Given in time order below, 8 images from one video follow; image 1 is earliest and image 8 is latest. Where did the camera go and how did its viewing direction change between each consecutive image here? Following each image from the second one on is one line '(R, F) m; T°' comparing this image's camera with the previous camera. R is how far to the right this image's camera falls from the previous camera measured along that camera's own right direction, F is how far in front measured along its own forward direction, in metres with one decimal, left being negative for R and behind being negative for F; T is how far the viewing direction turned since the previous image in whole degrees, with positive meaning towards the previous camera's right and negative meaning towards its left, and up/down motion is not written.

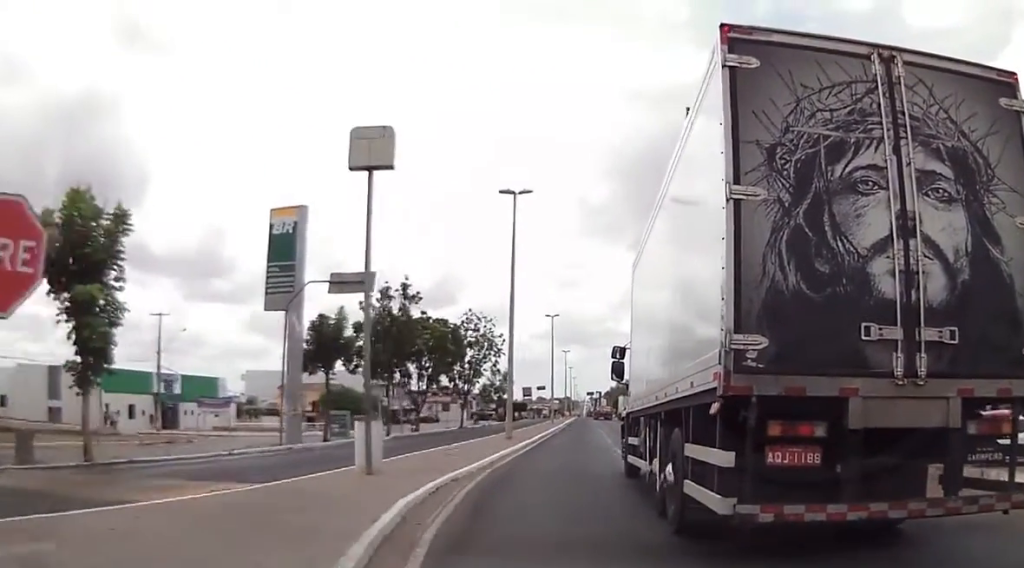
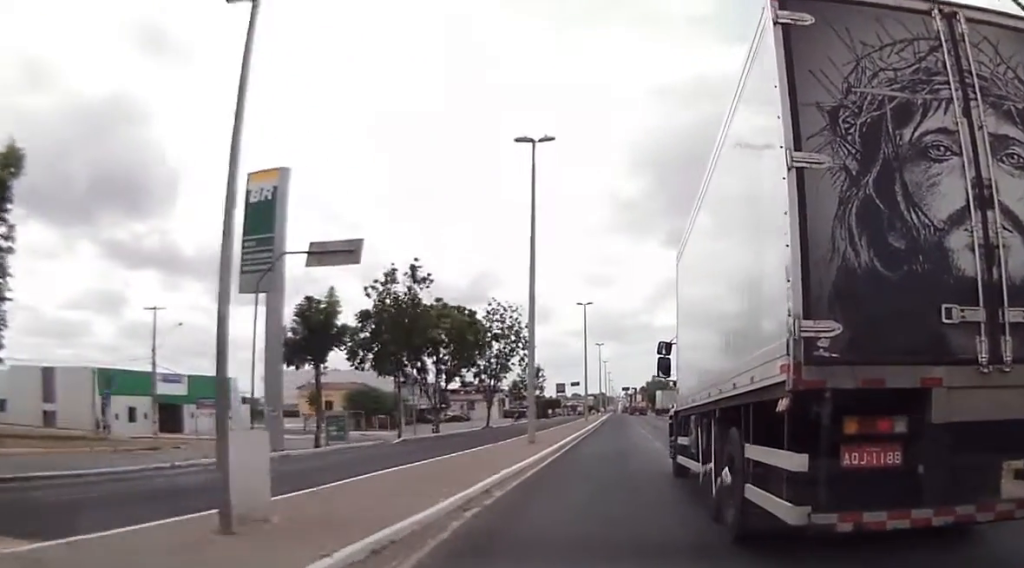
(-0.3, +4.7) m; -2°
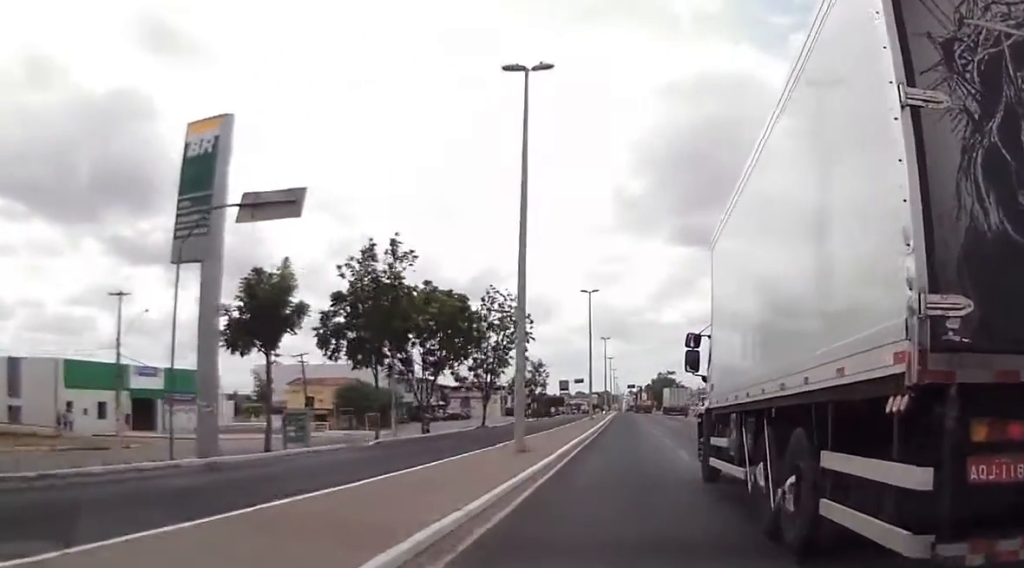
(-0.1, +4.4) m; -2°
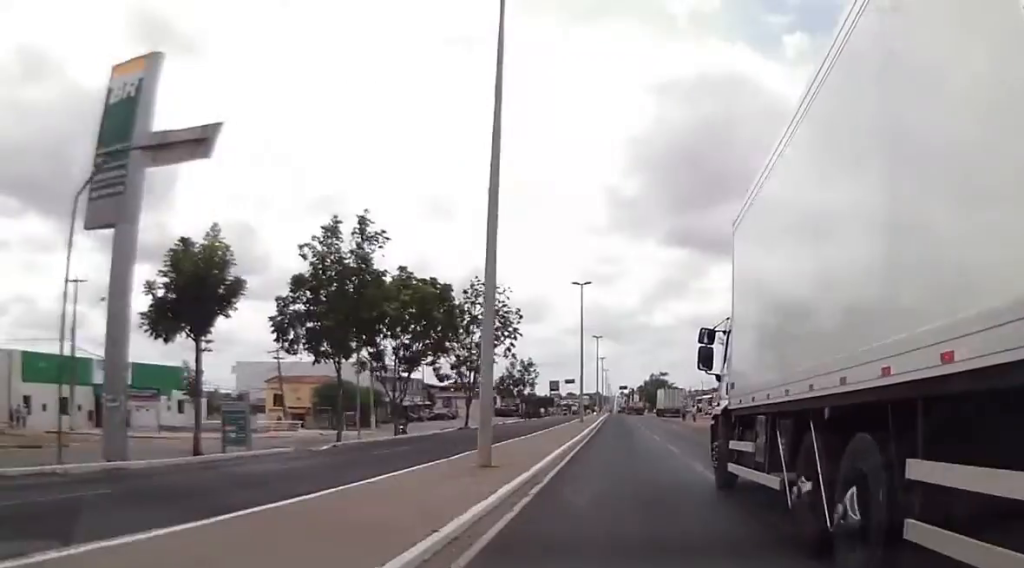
(+0.1, +3.6) m; -1°
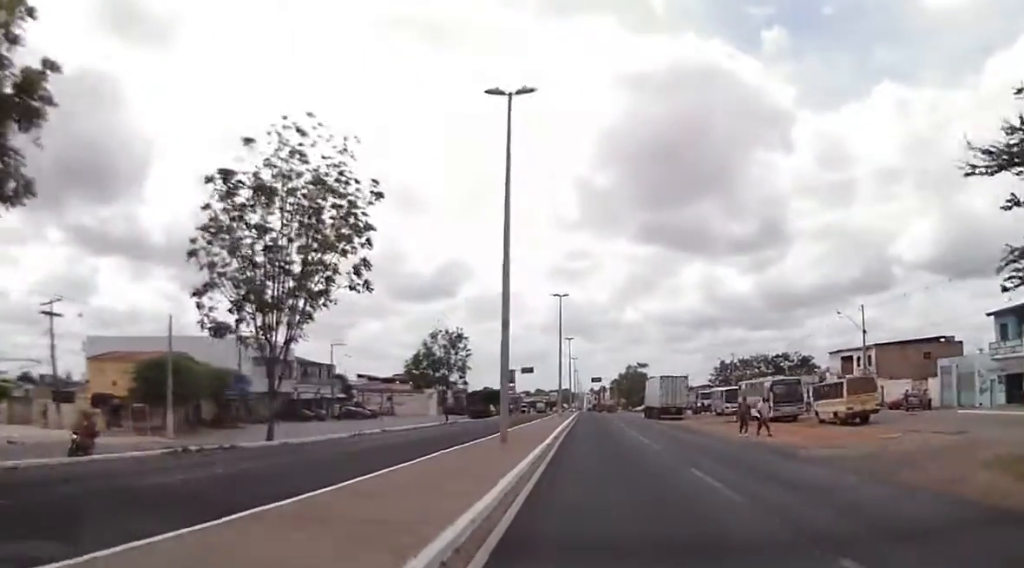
(+0.7, +29.7) m; +2°
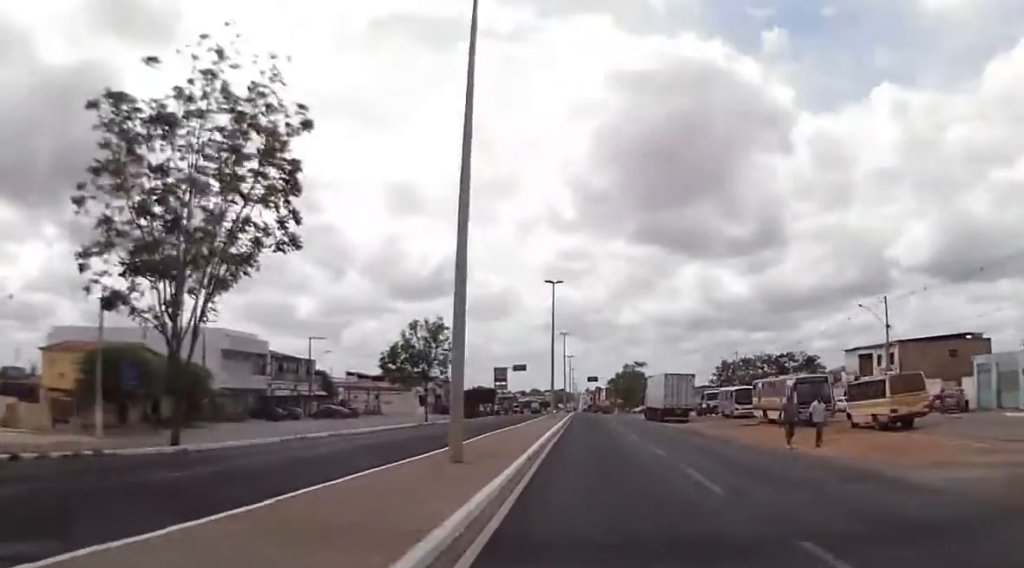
(-0.1, +6.3) m; 0°
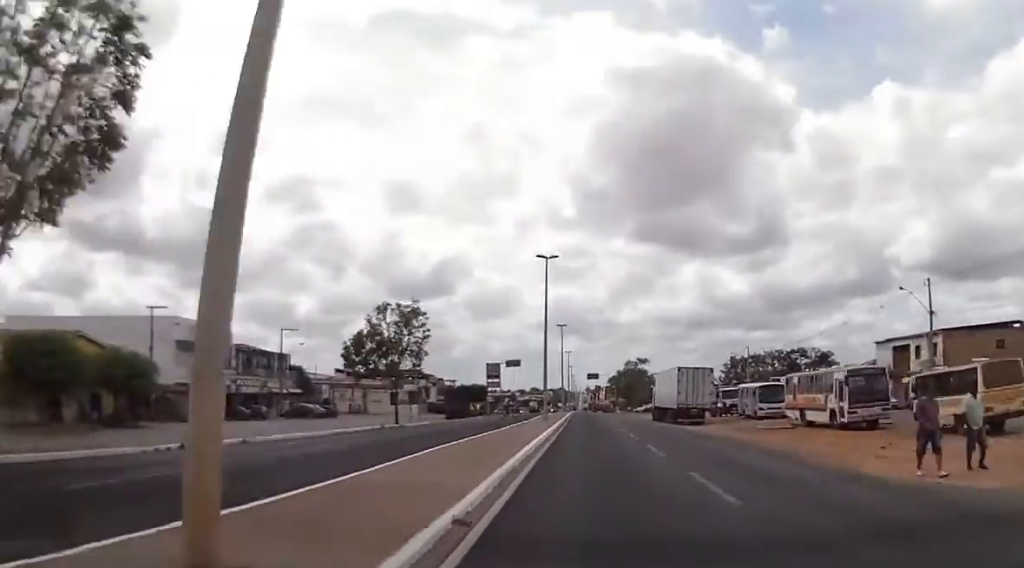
(+0.1, +8.4) m; +1°
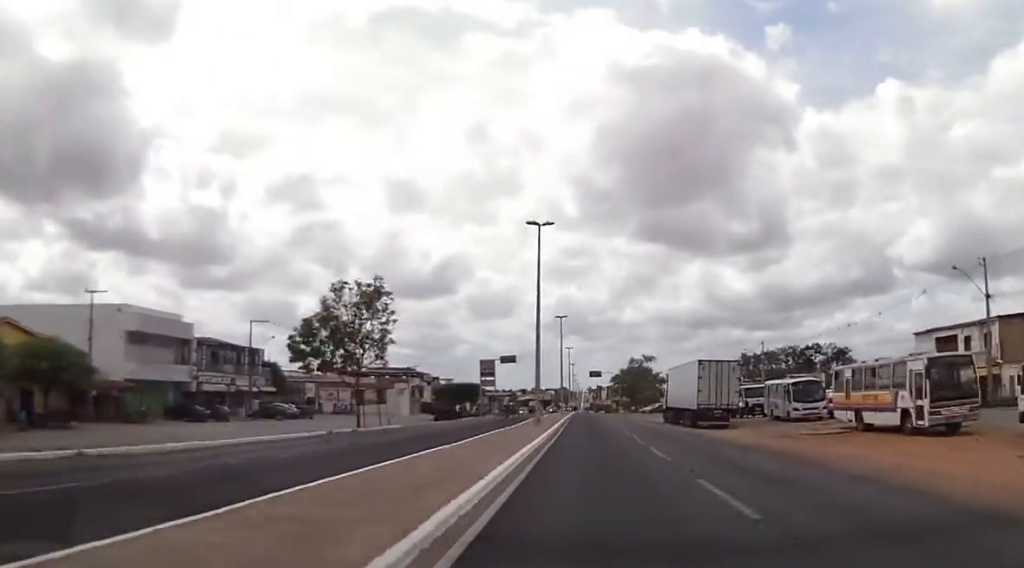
(+0.1, +8.4) m; 0°
